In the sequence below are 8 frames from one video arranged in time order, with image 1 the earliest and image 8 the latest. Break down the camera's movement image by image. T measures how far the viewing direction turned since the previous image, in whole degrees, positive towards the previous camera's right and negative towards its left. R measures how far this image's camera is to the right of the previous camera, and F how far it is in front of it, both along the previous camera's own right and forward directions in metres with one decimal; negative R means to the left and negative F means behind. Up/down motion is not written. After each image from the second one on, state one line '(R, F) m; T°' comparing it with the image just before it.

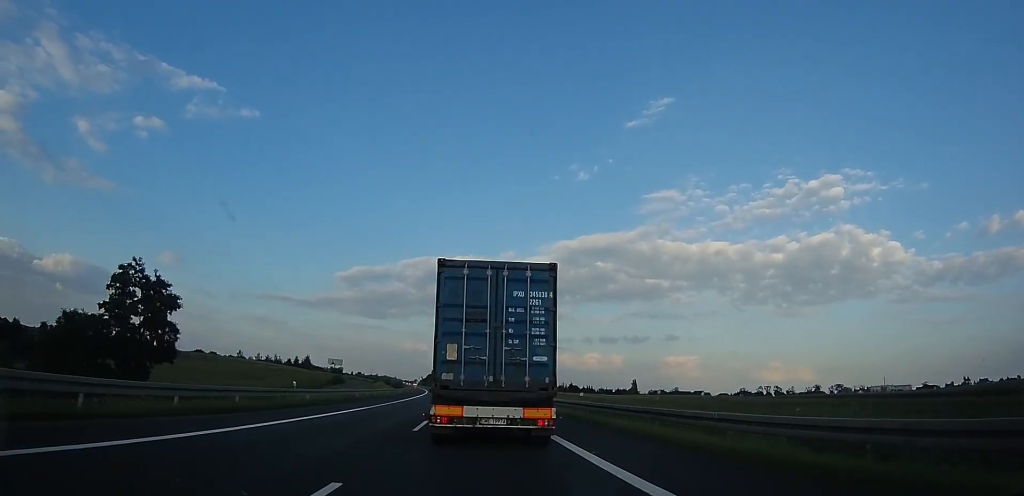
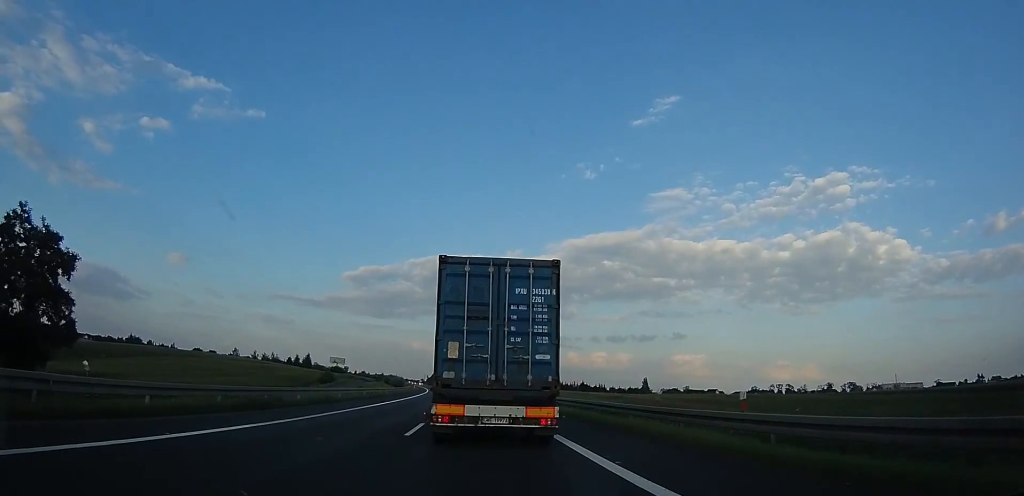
(-0.6, +13.5) m; 0°
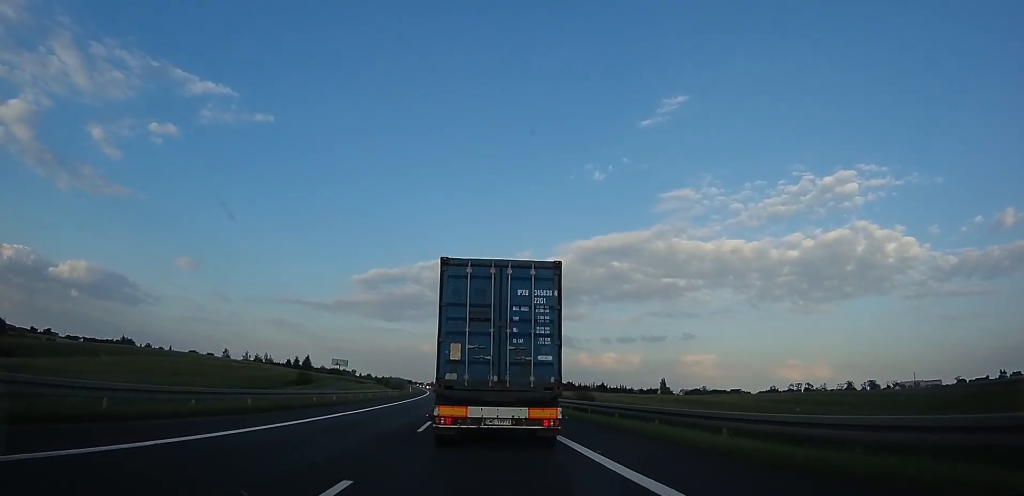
(+1.0, +21.9) m; -1°
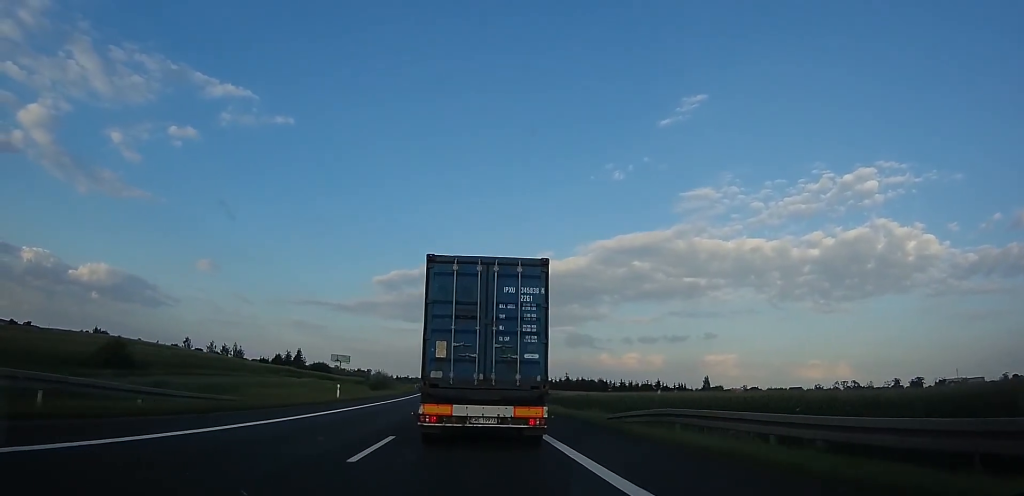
(-3.4, +53.6) m; -4°
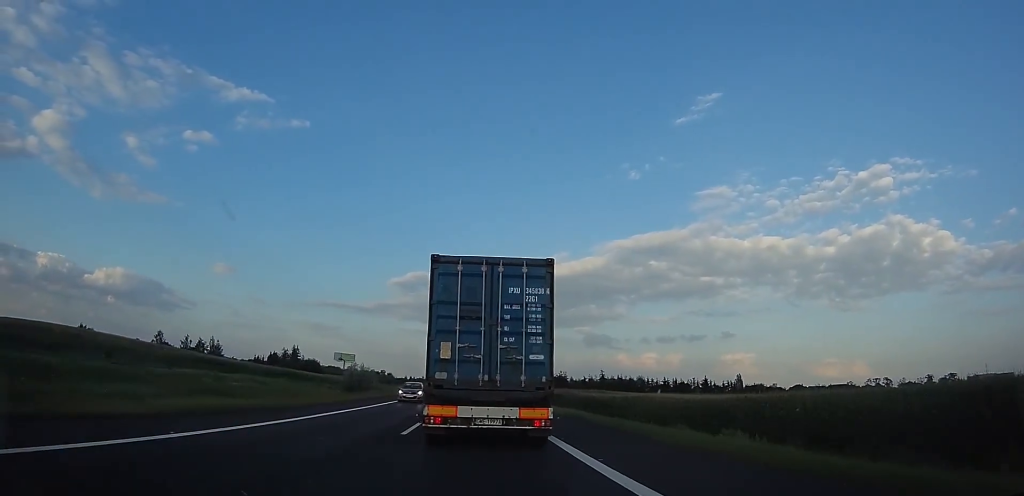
(-0.2, +30.8) m; -4°
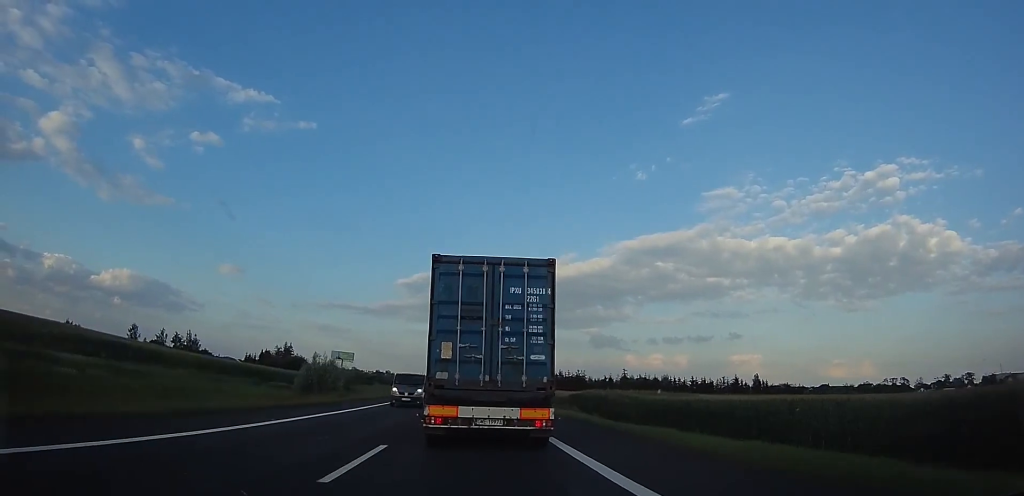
(-1.4, +18.7) m; 0°
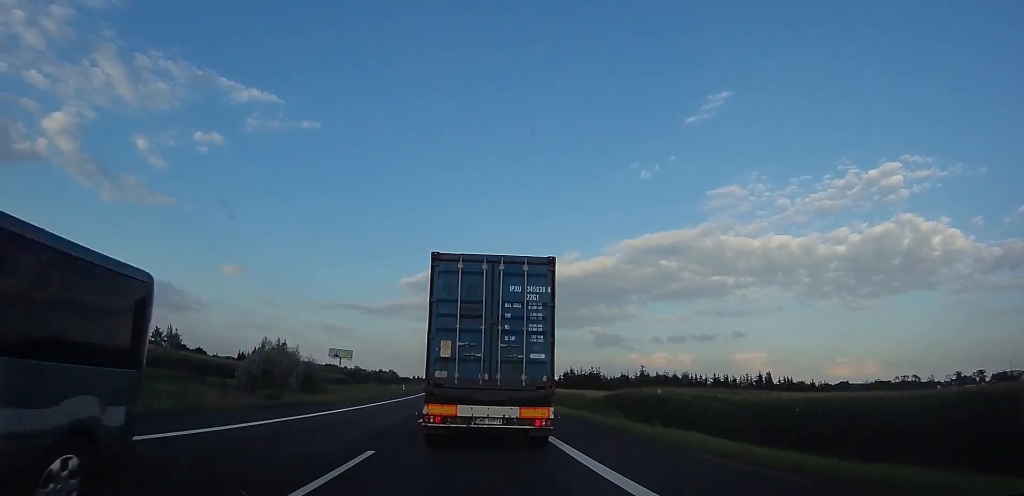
(+1.0, +13.0) m; 0°
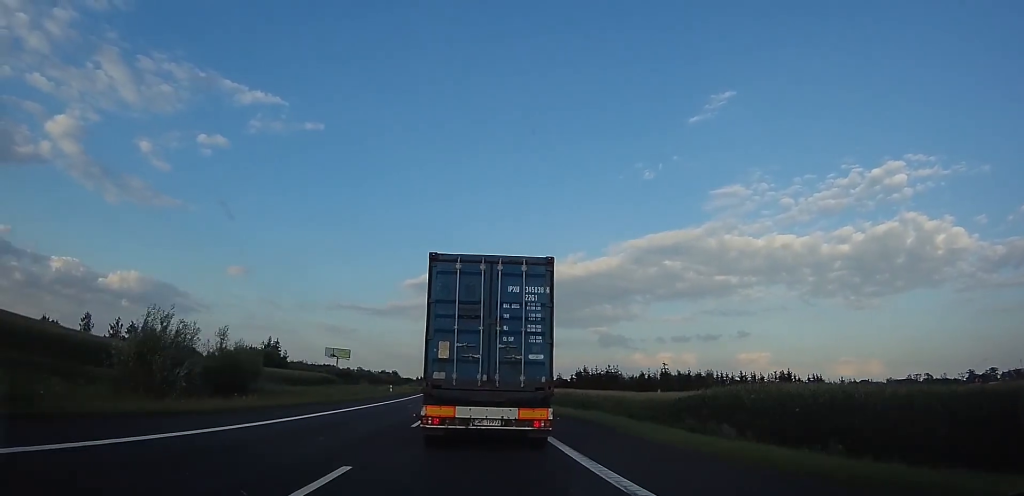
(+0.3, +13.7) m; 0°
